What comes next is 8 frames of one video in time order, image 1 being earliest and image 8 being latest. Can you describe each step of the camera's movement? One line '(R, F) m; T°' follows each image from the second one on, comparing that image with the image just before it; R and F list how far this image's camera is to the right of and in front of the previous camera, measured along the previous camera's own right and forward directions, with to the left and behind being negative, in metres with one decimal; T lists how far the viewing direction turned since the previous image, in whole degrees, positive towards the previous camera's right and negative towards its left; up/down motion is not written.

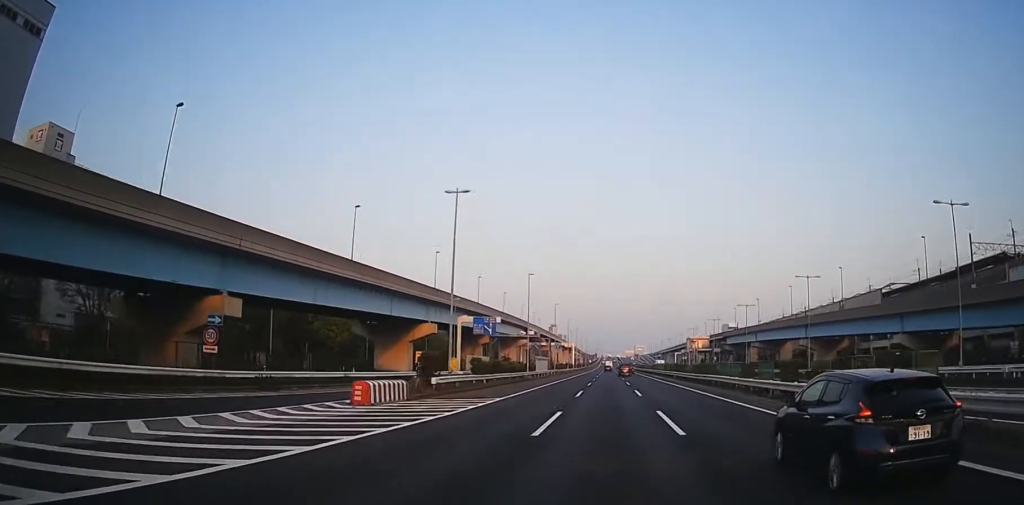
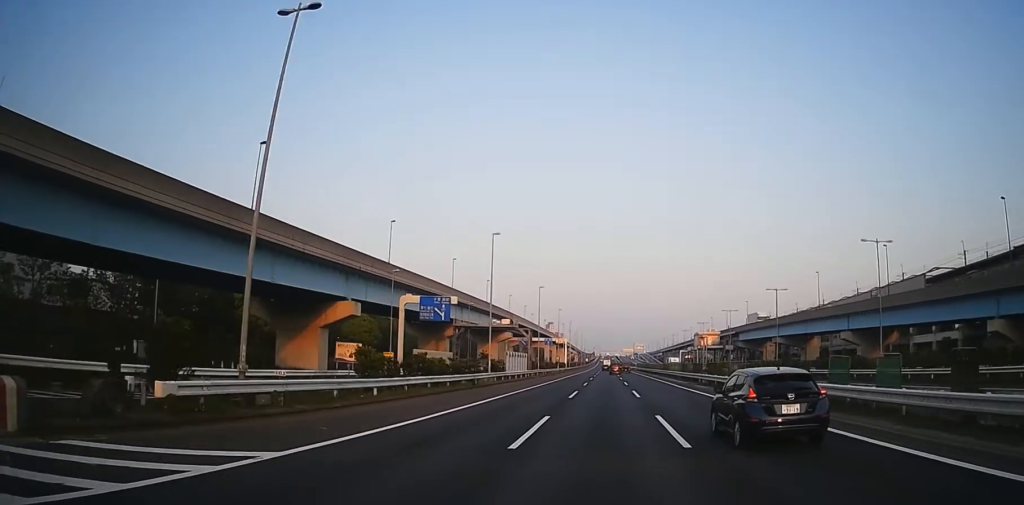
(+0.4, +21.9) m; +1°
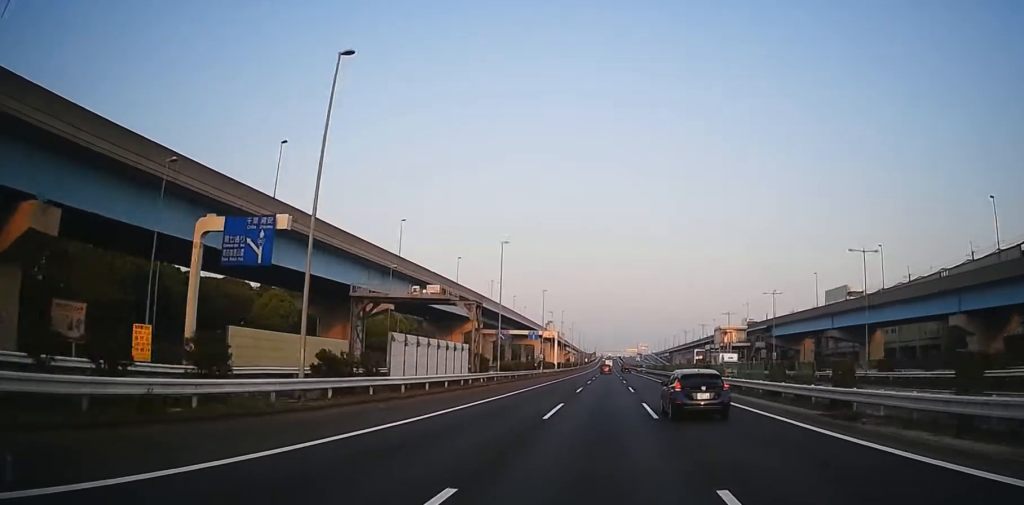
(-0.3, +33.9) m; -1°
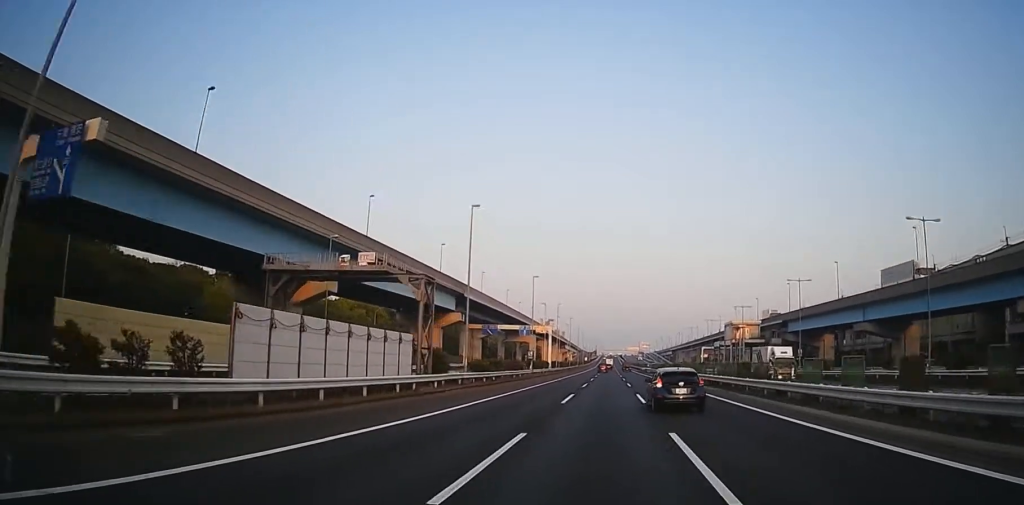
(-0.1, +12.8) m; 0°
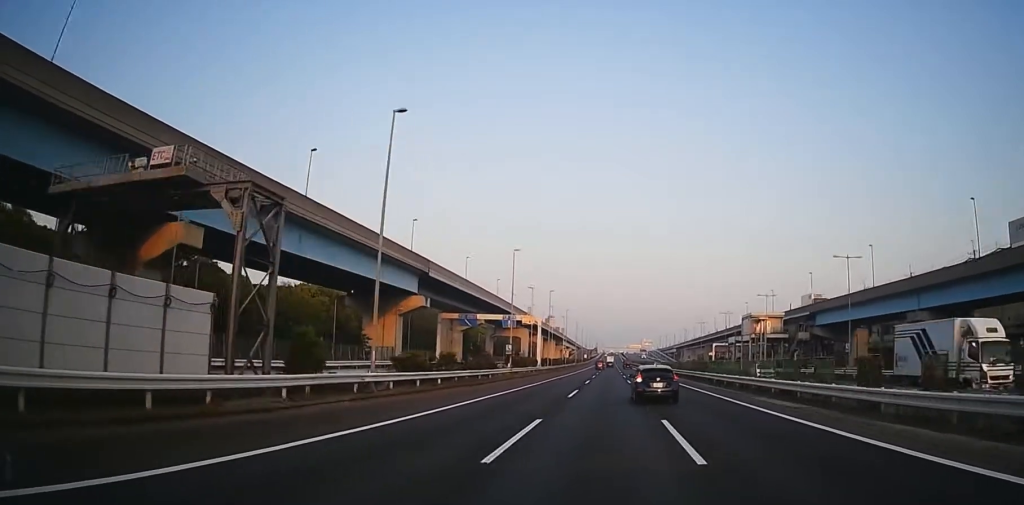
(0.0, +18.9) m; +1°
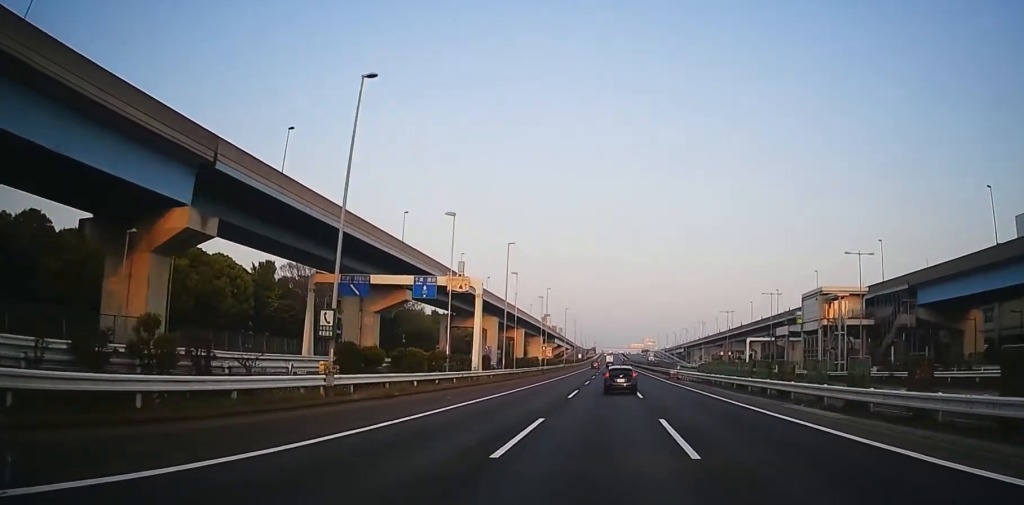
(+0.9, +40.5) m; +2°
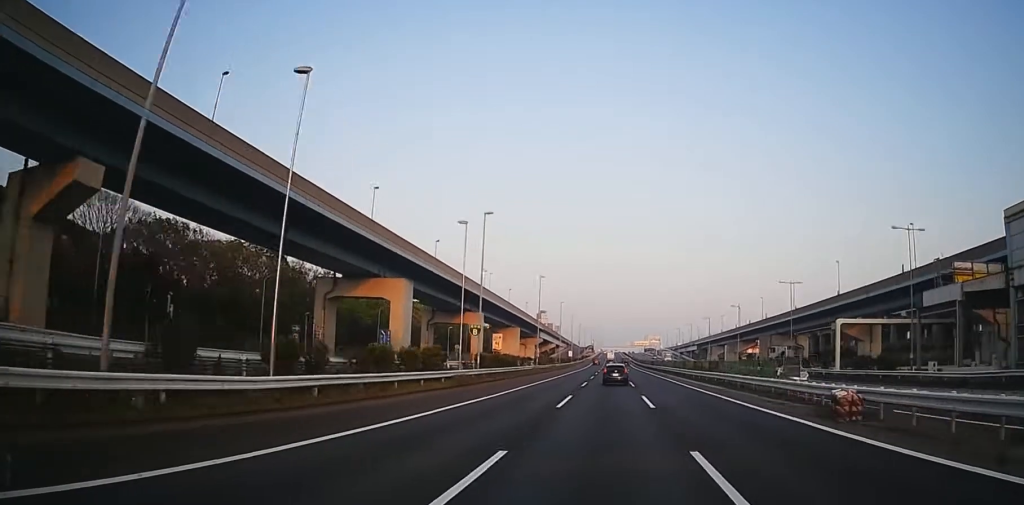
(-0.5, +44.3) m; -2°
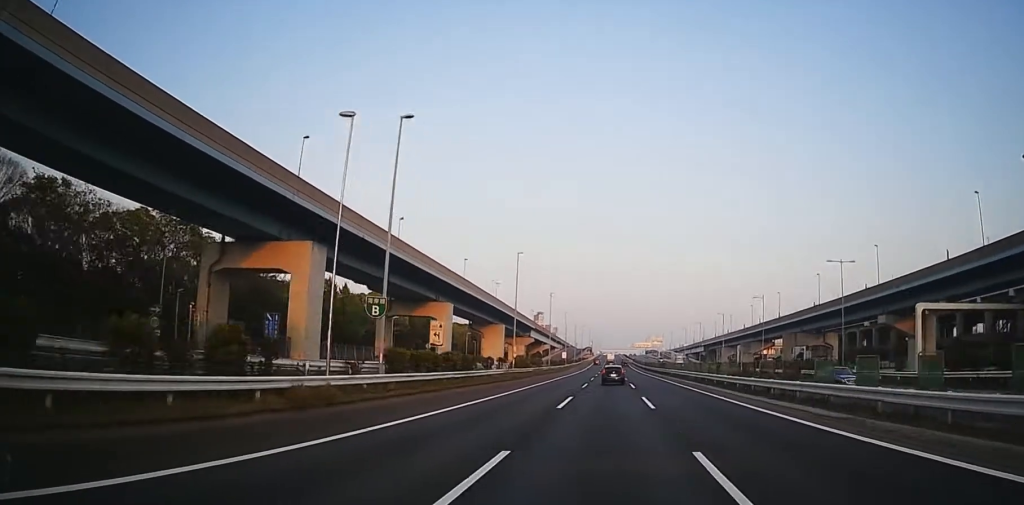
(-0.4, +19.2) m; -1°
